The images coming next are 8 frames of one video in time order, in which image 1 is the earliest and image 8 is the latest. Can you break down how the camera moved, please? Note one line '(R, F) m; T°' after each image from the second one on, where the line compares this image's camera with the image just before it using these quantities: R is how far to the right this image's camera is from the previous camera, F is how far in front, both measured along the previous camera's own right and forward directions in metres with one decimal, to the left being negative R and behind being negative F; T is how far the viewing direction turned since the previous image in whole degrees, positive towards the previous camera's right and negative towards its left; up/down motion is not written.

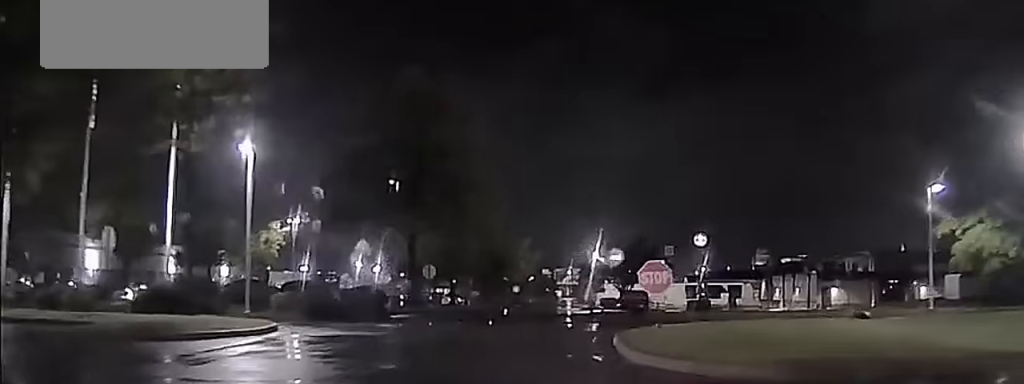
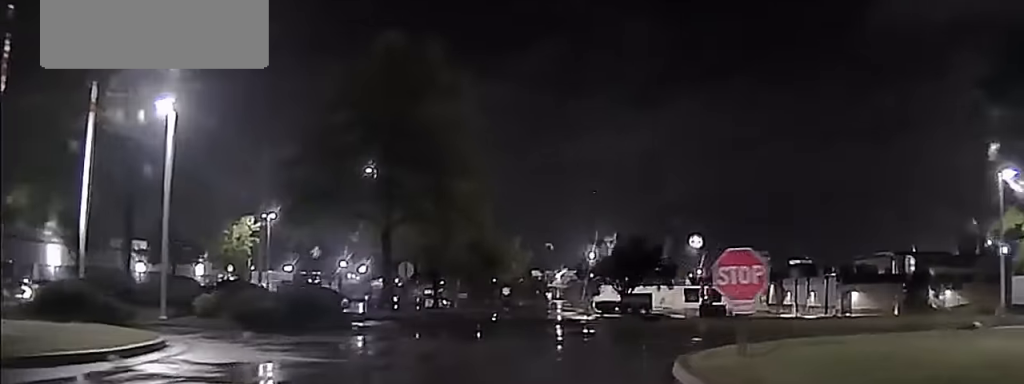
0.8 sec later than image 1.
(-0.2, +8.8) m; +1°
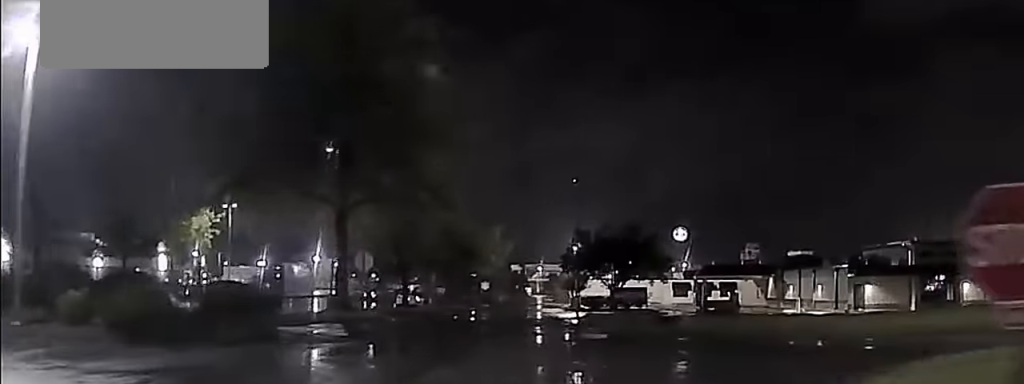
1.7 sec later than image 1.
(+0.3, +9.5) m; +6°
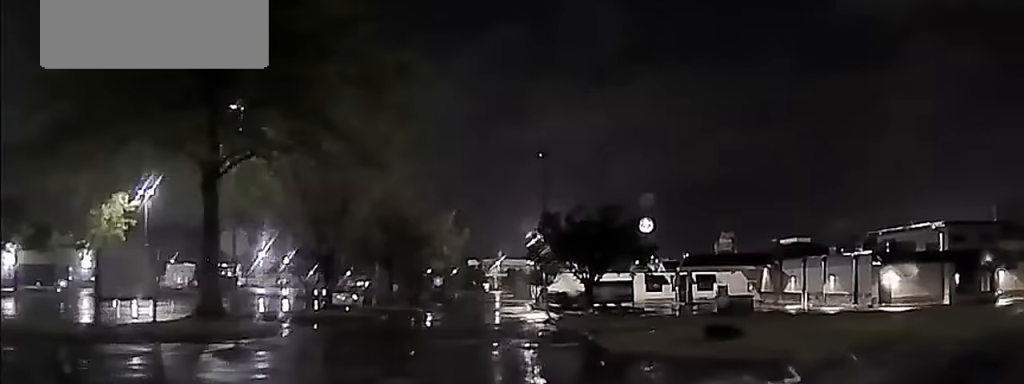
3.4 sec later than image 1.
(+1.2, +14.3) m; +4°
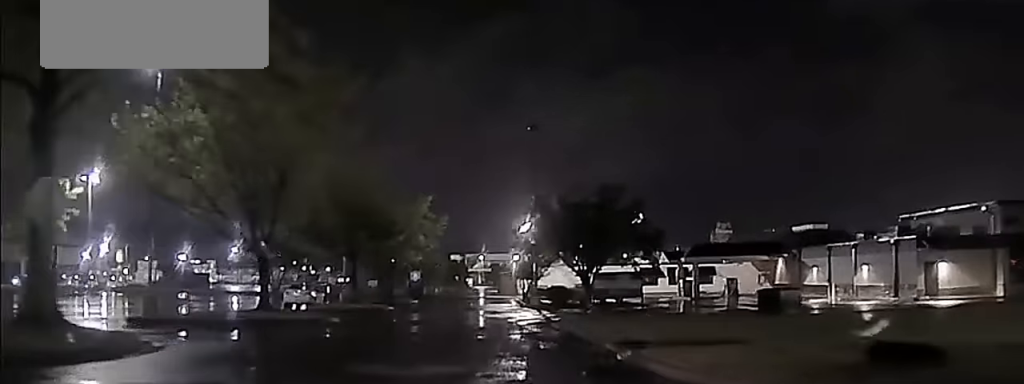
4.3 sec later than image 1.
(-0.1, +6.8) m; +1°
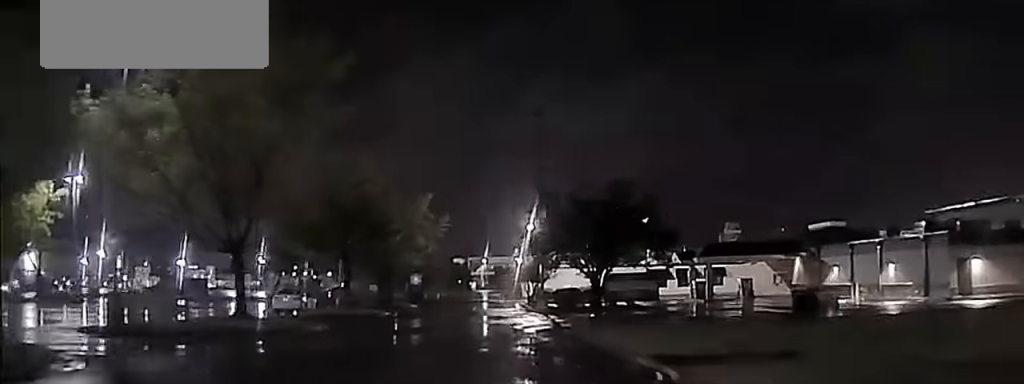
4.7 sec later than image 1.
(0.0, +2.8) m; +1°
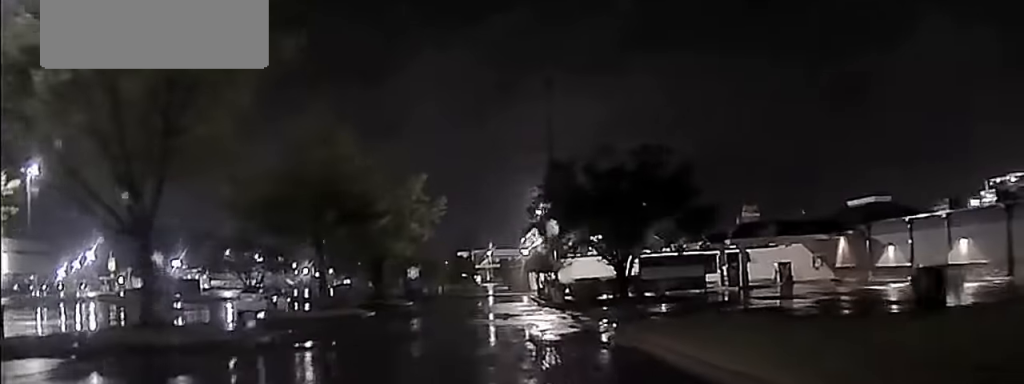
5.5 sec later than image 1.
(+0.2, +6.5) m; -1°
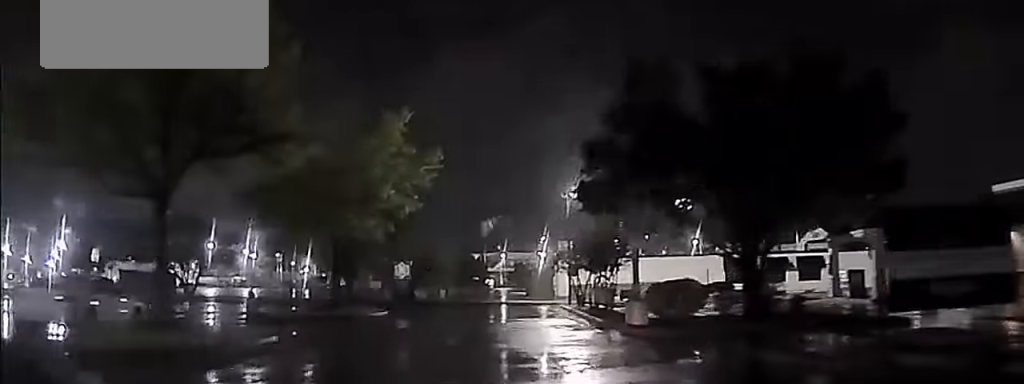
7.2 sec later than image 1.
(-0.2, +17.8) m; +1°
